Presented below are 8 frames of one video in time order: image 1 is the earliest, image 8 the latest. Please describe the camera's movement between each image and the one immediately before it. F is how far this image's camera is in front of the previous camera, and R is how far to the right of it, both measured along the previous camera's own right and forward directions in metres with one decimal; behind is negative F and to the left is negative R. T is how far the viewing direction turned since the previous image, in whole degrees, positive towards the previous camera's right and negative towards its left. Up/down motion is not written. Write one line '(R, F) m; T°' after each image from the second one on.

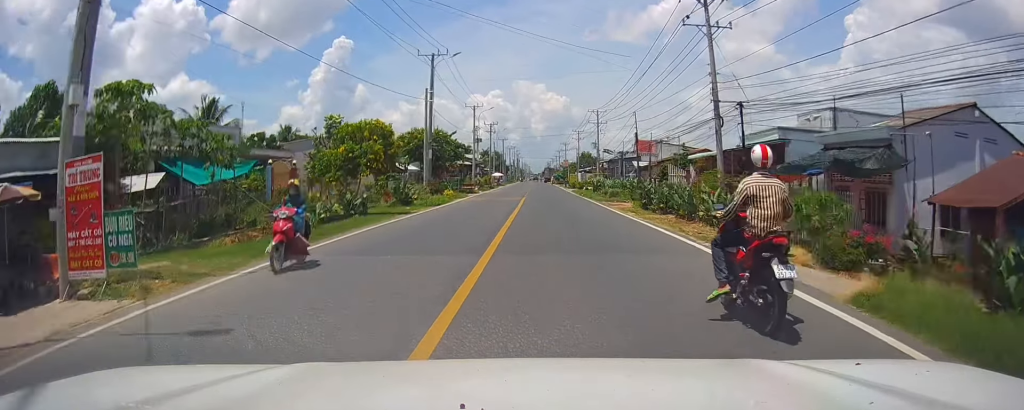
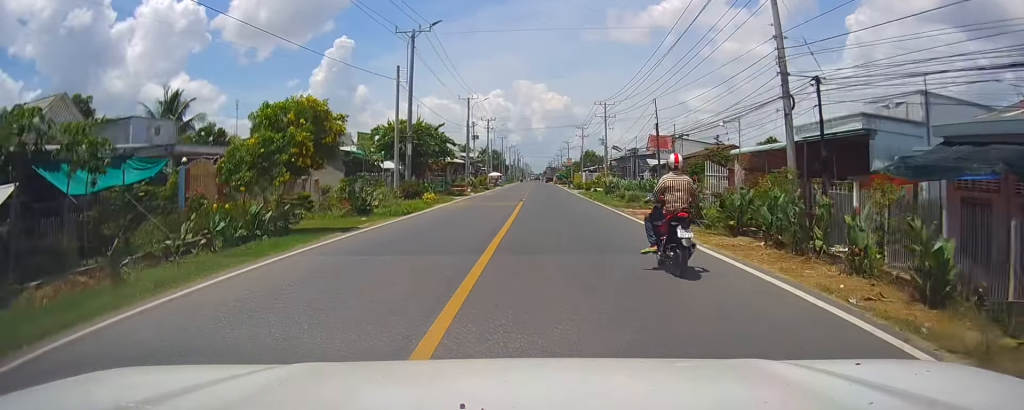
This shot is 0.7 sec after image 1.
(-0.2, +8.3) m; -2°
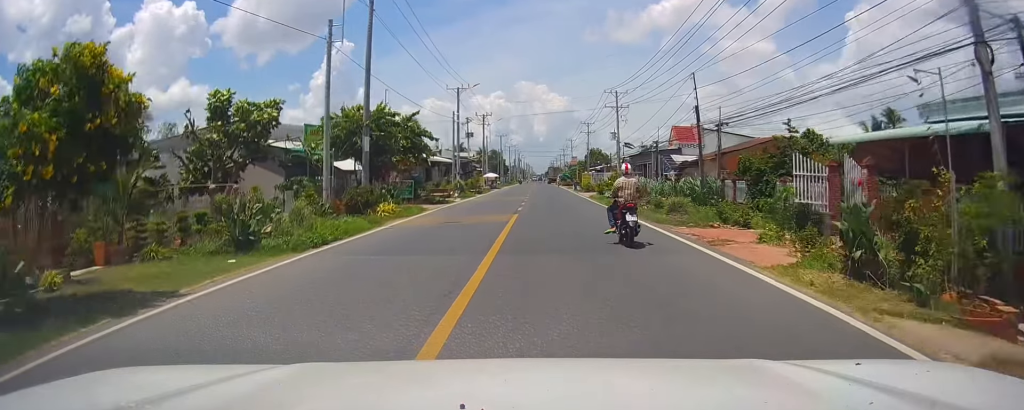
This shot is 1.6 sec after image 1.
(-0.1, +11.7) m; +2°
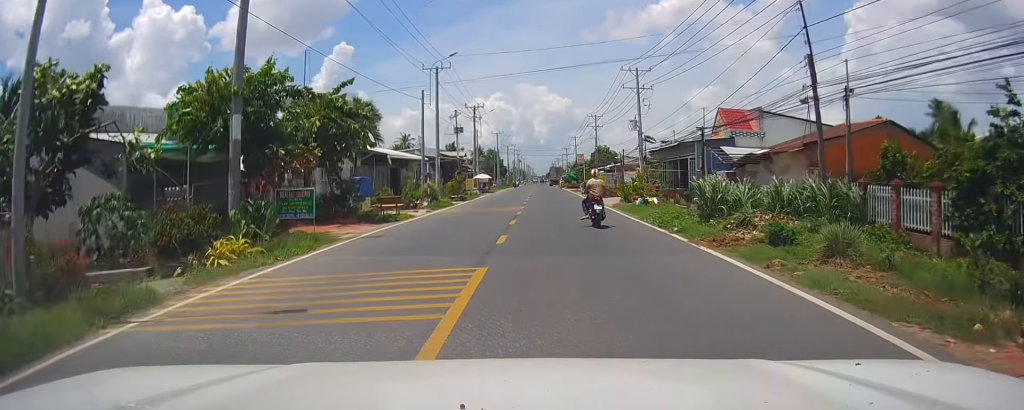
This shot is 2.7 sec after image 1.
(+0.6, +14.4) m; +1°
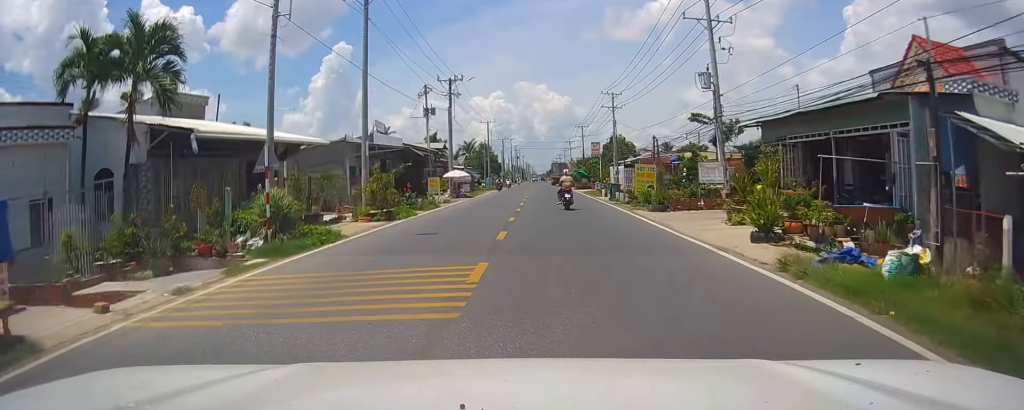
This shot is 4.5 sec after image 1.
(-0.3, +22.9) m; -1°
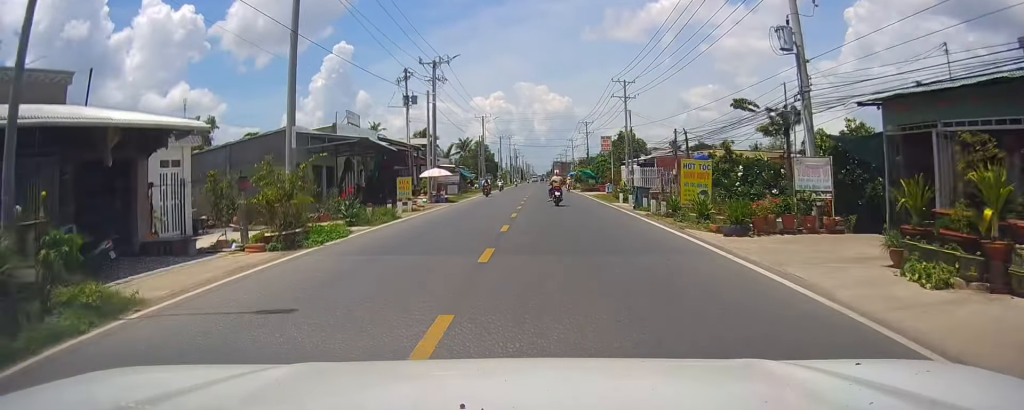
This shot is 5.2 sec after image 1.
(-0.1, +10.0) m; -1°
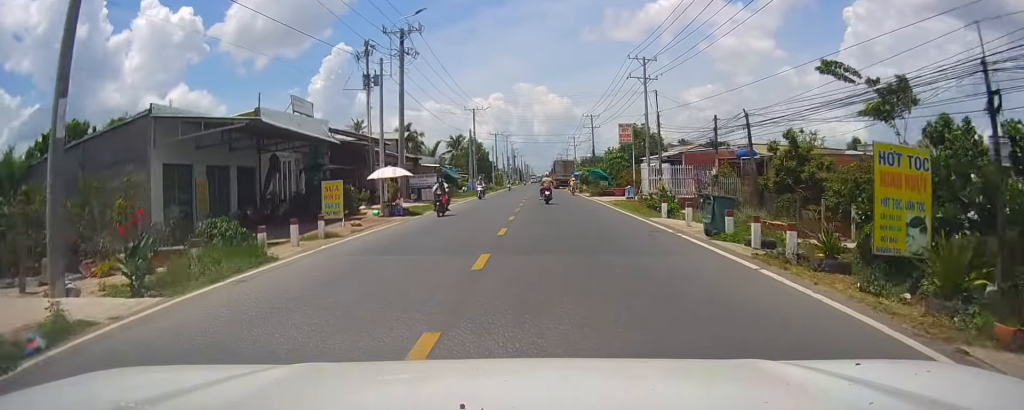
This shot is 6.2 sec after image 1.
(-0.2, +12.2) m; -1°
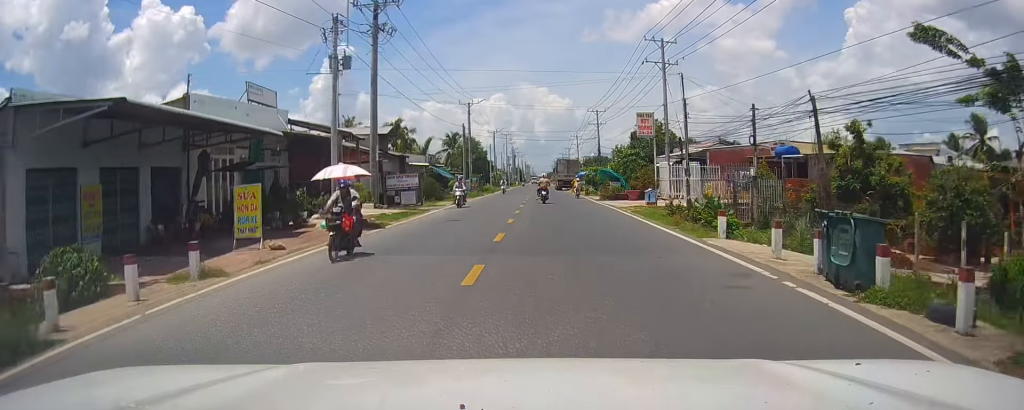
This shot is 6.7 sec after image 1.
(-0.1, +7.2) m; +1°
